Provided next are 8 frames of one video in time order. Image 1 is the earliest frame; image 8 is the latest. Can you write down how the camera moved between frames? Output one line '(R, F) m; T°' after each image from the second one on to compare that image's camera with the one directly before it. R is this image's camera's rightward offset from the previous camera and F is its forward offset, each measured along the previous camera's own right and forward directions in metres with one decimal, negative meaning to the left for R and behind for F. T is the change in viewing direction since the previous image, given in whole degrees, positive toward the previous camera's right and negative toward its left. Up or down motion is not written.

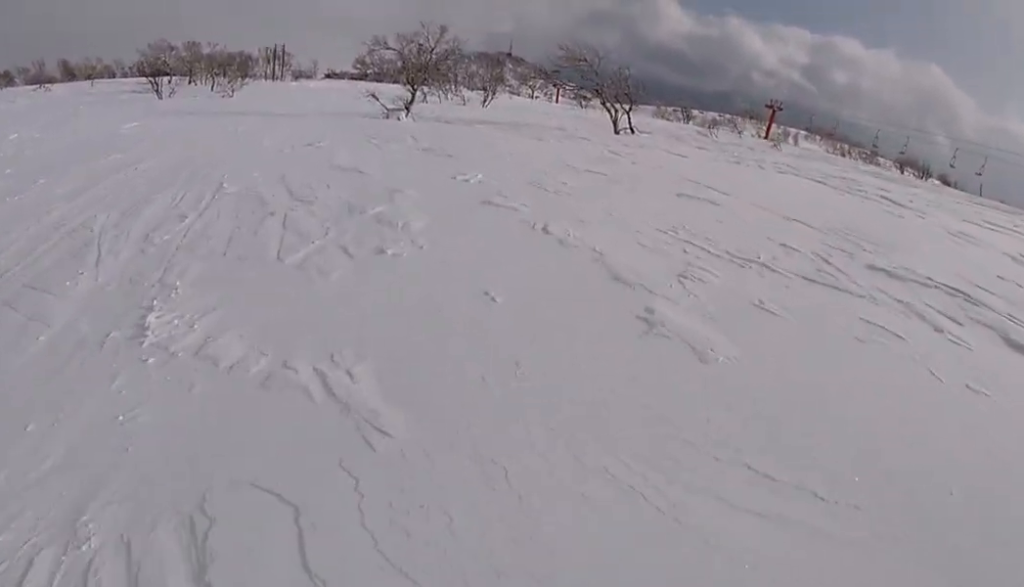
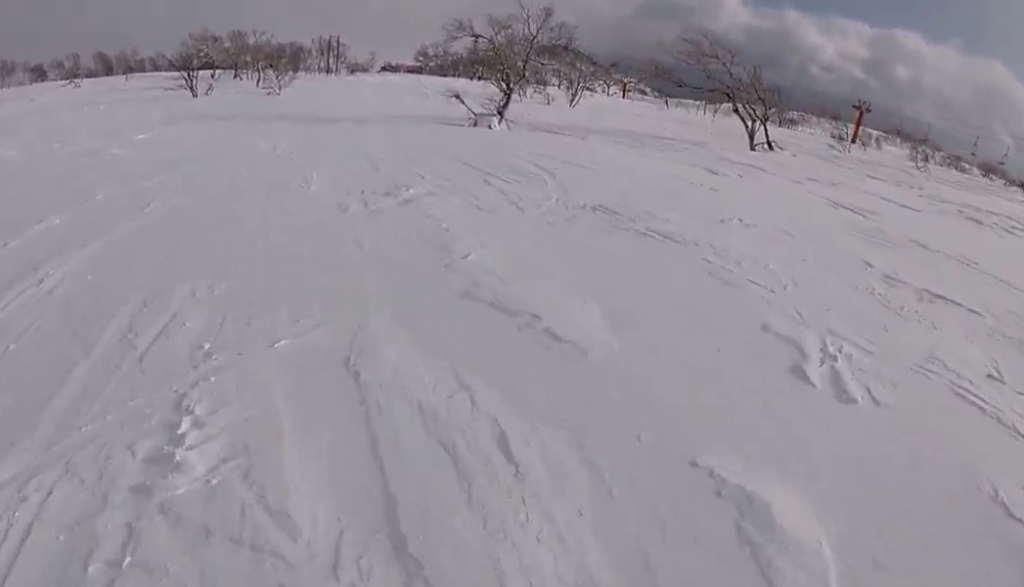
(-0.8, +8.4) m; -10°
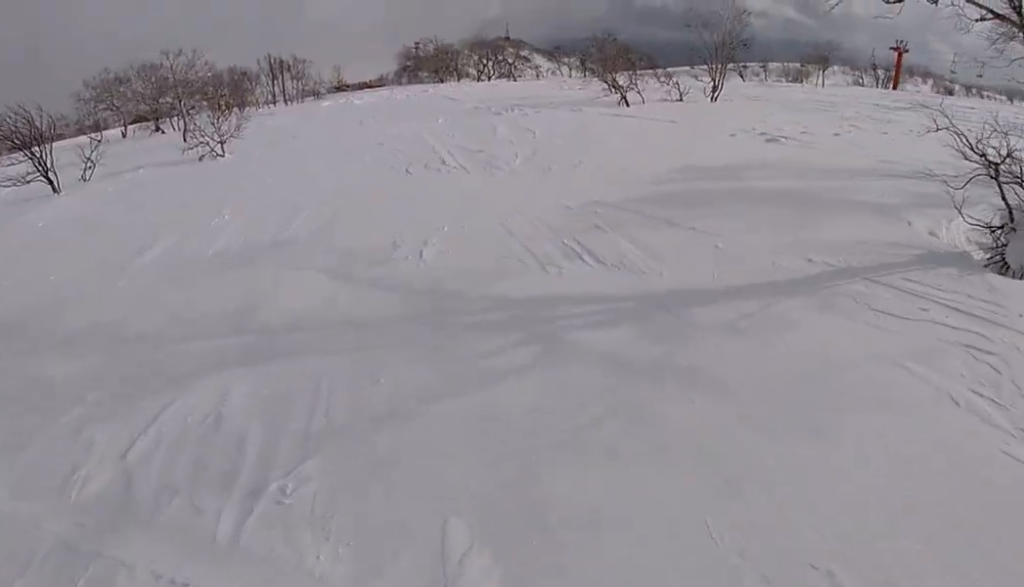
(-3.3, +21.4) m; -16°
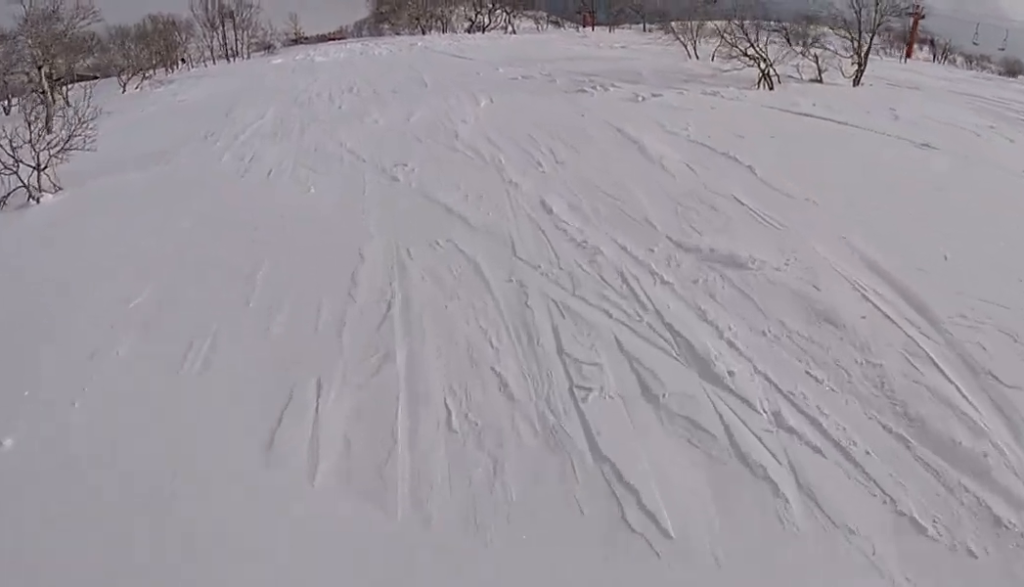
(-1.7, +10.1) m; -2°
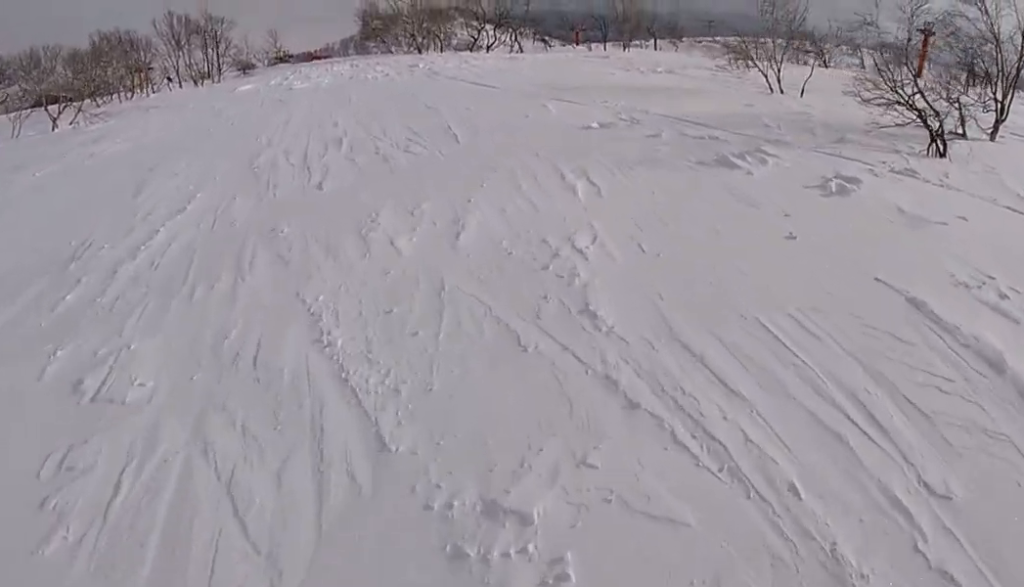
(+1.4, +5.7) m; +11°
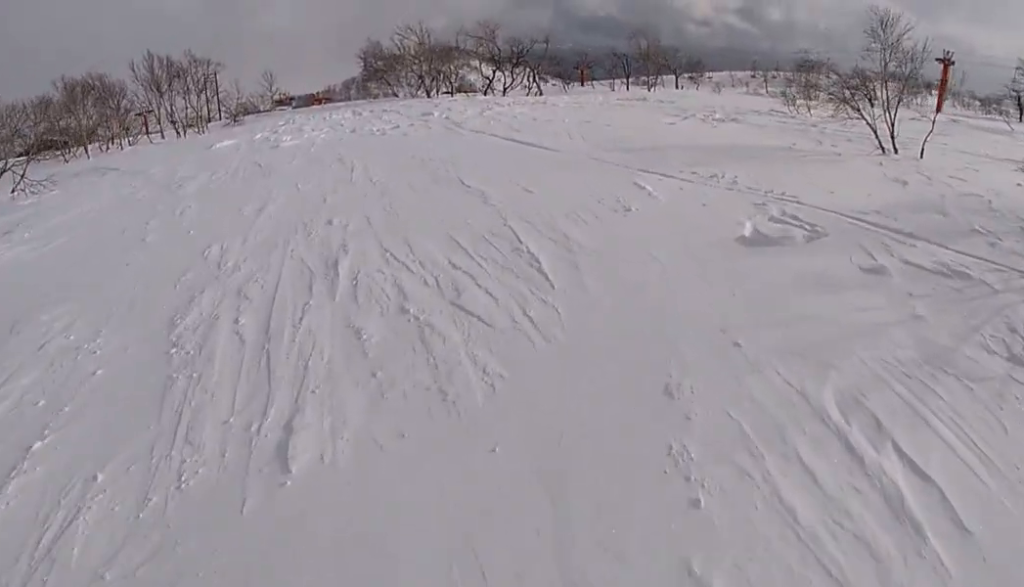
(+0.2, +4.7) m; +6°
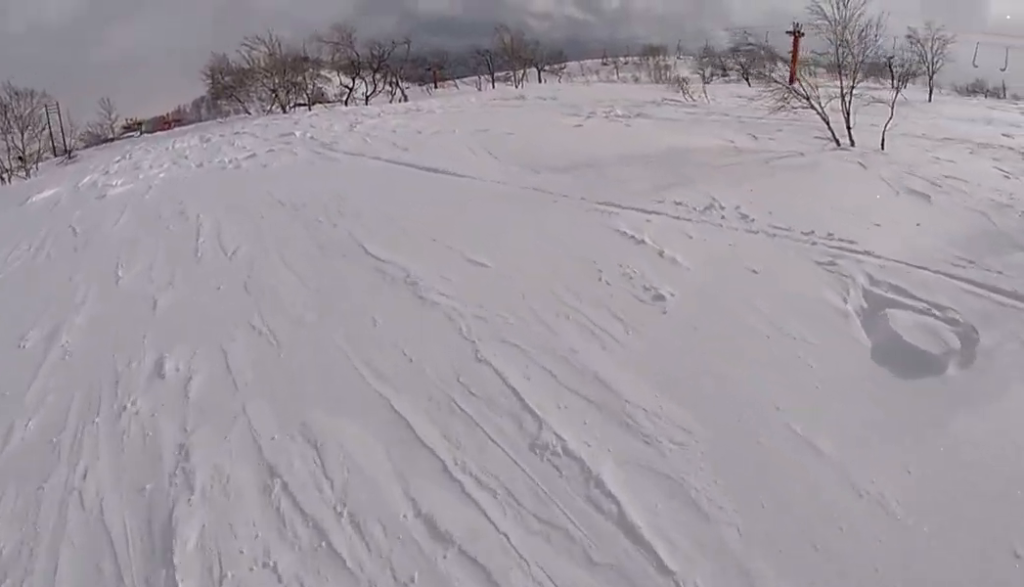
(-0.2, +3.6) m; +3°
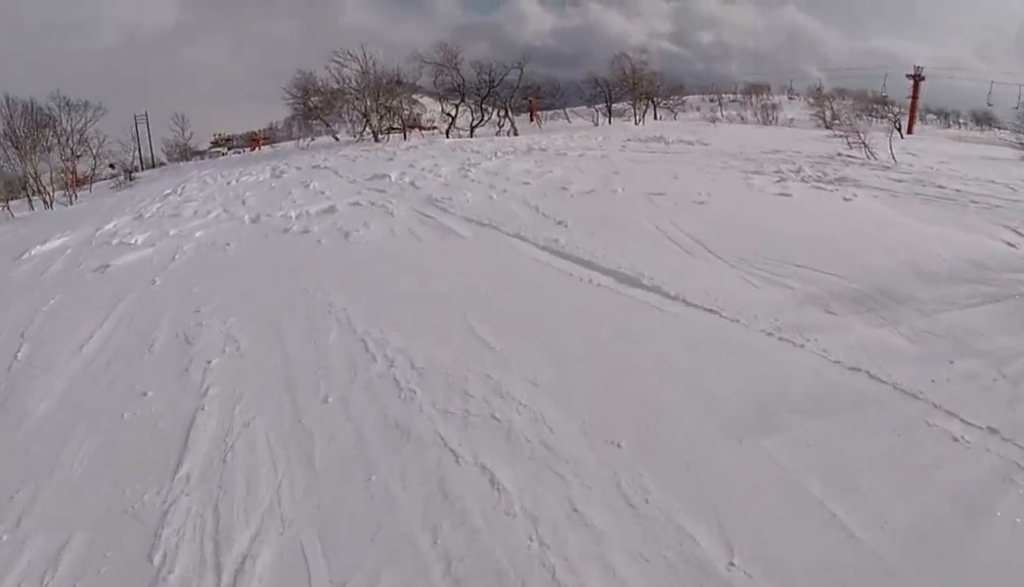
(+0.5, +4.9) m; +1°
